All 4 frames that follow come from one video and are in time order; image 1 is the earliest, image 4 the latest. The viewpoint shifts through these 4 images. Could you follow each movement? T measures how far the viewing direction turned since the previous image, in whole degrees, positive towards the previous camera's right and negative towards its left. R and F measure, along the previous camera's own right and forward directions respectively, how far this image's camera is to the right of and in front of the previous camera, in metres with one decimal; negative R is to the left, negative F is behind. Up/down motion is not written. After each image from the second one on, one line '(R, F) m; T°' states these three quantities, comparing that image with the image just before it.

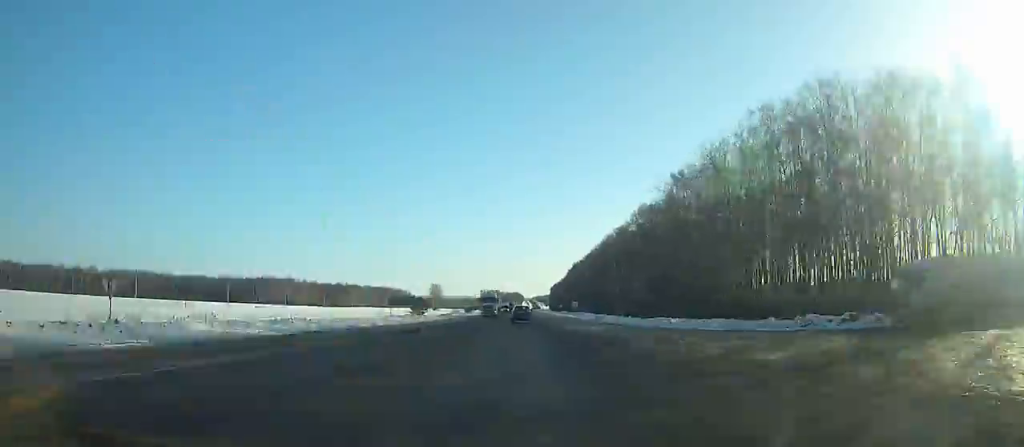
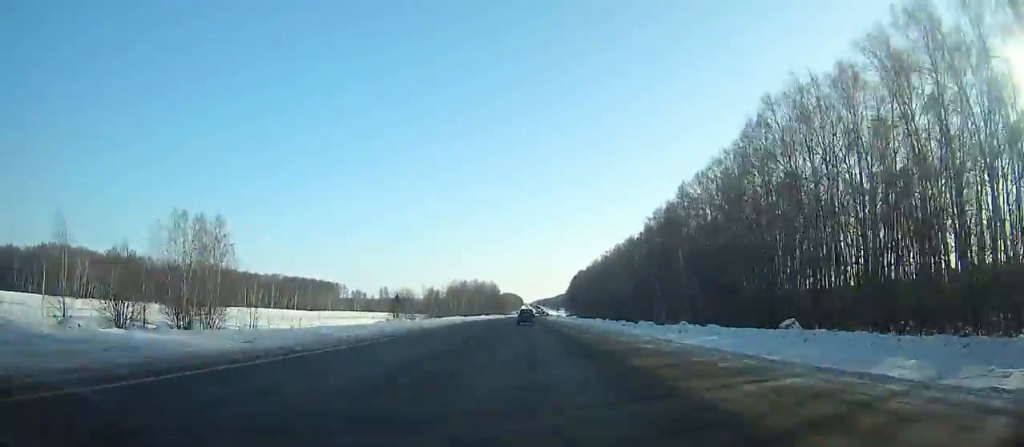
(+0.4, +273.4) m; 0°
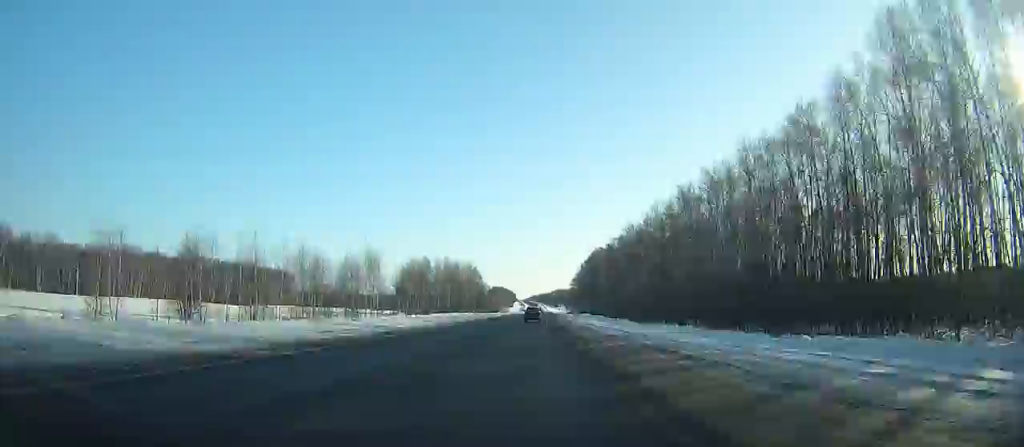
(+0.3, +97.6) m; +1°
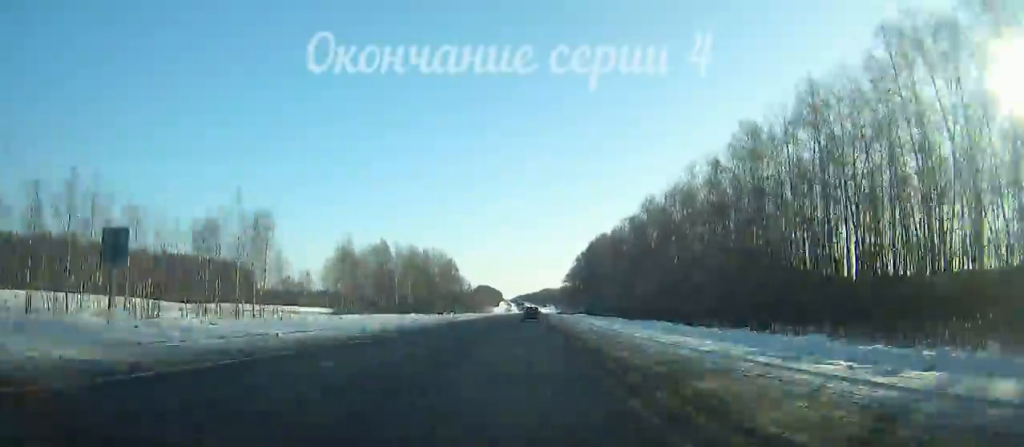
(+0.2, +40.5) m; +1°
